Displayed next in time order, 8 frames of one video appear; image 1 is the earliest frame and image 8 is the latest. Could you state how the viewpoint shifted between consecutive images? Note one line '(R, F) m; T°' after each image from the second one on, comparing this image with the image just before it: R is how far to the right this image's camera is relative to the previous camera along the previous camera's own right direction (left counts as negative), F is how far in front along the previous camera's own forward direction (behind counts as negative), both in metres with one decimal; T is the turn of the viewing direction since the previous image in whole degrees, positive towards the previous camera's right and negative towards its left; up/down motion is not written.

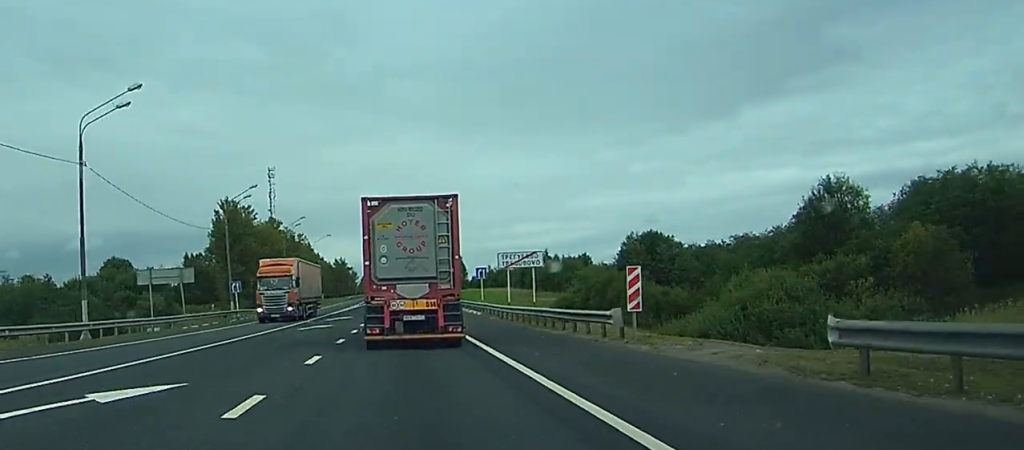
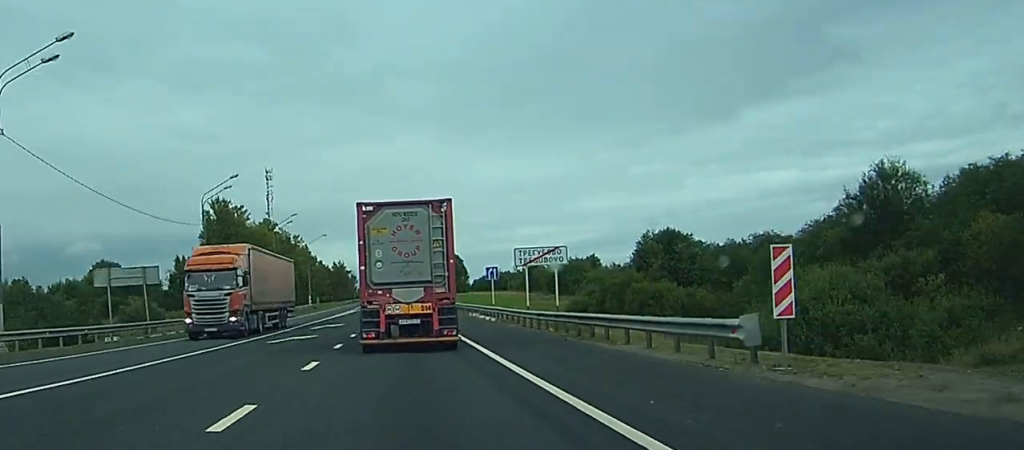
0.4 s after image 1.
(0.0, +8.7) m; 0°
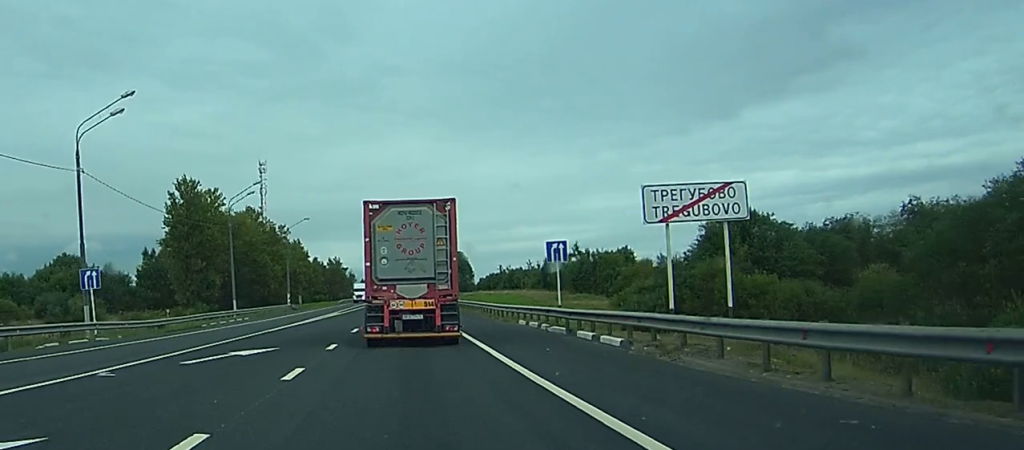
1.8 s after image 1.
(-0.1, +26.9) m; -1°
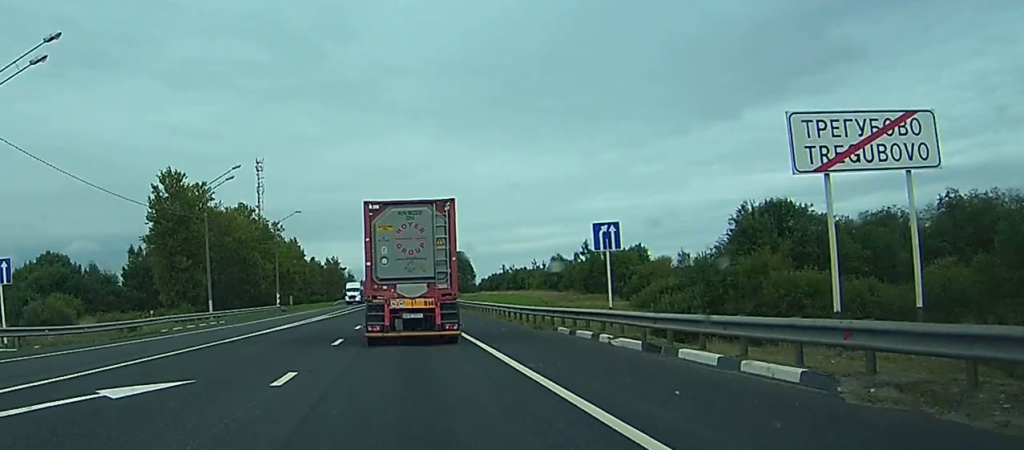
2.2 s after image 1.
(-0.1, +9.4) m; 0°
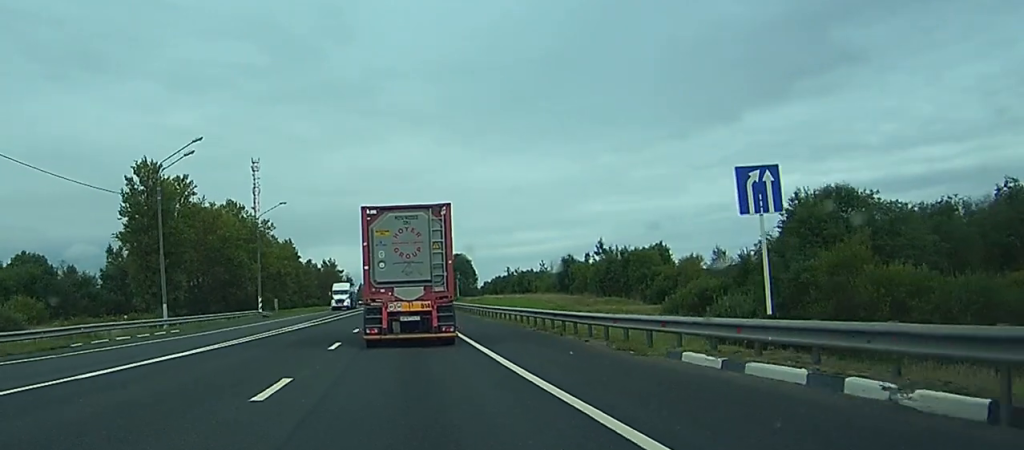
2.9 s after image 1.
(-0.1, +12.8) m; 0°
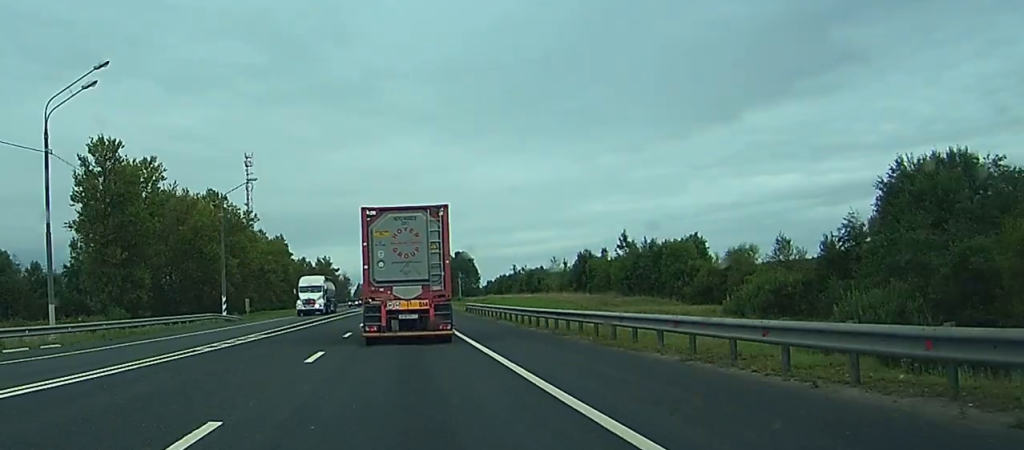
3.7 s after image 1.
(+0.1, +17.6) m; +1°
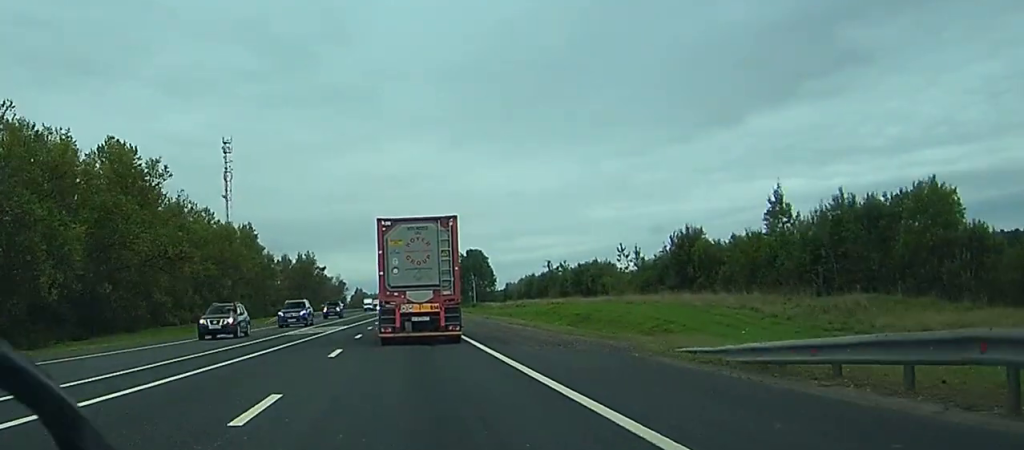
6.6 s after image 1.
(-0.1, +57.6) m; -1°
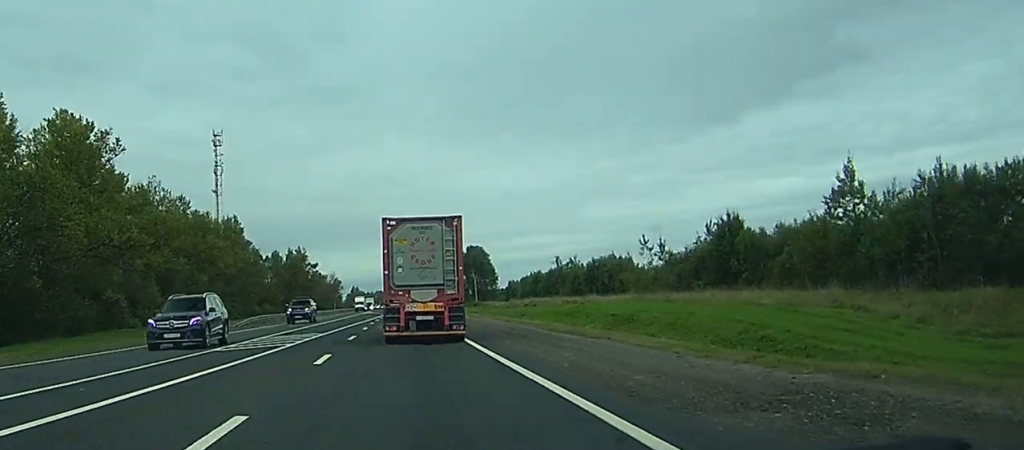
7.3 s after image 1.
(0.0, +14.4) m; 0°
